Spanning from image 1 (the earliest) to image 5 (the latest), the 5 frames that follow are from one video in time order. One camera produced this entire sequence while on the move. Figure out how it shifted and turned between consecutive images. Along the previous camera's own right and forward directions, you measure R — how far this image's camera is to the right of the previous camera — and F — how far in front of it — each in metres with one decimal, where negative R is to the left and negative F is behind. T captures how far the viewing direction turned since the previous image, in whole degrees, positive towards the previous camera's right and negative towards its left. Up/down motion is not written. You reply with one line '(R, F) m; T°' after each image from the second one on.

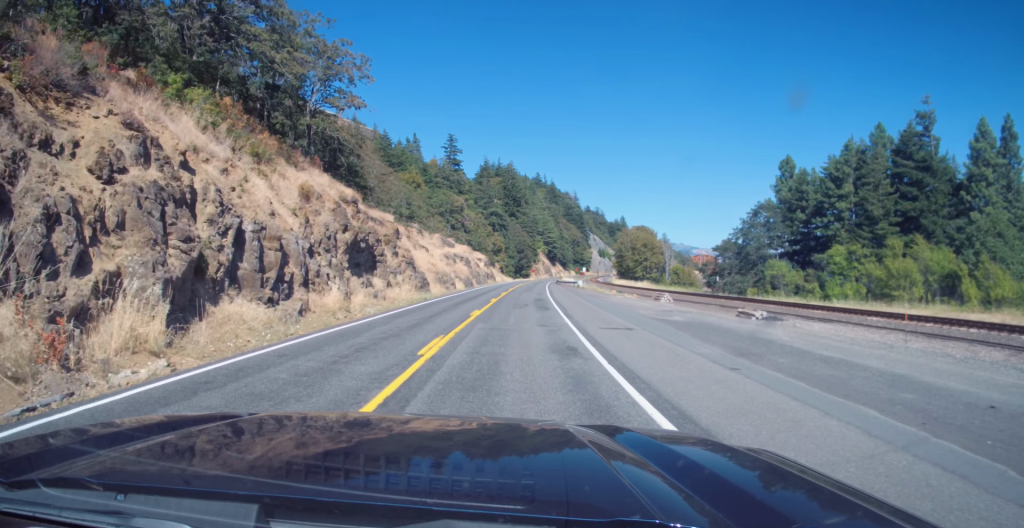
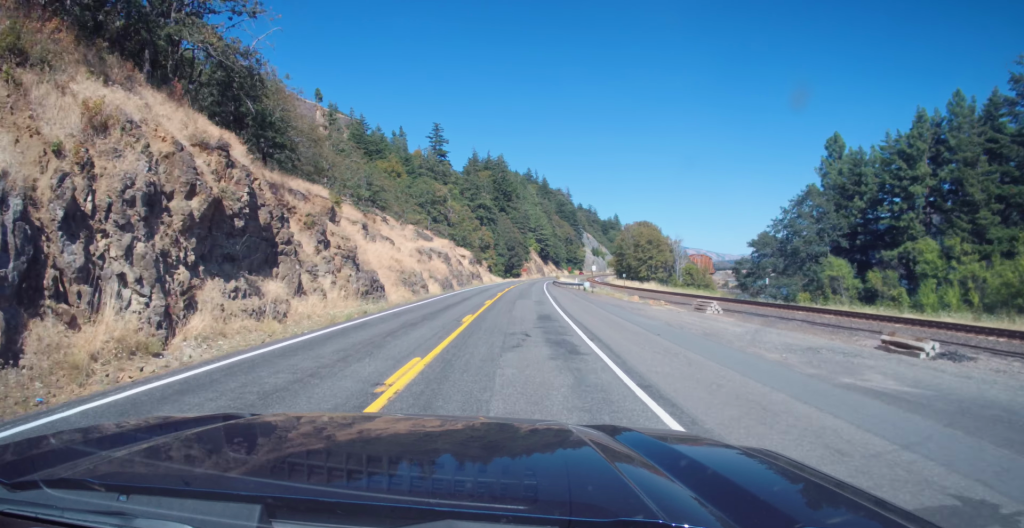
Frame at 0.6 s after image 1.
(+0.3, +16.0) m; +2°
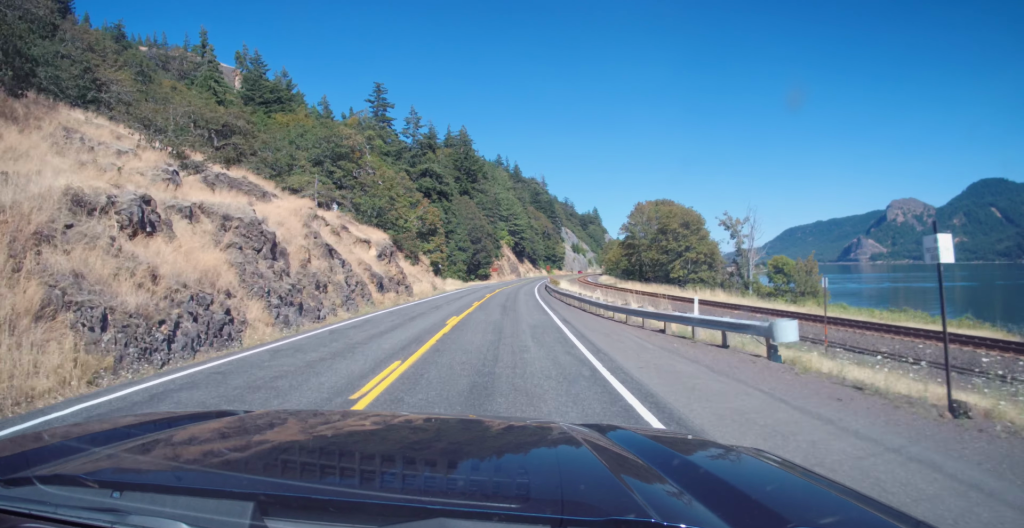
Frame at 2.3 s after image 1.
(+2.0, +49.0) m; +3°
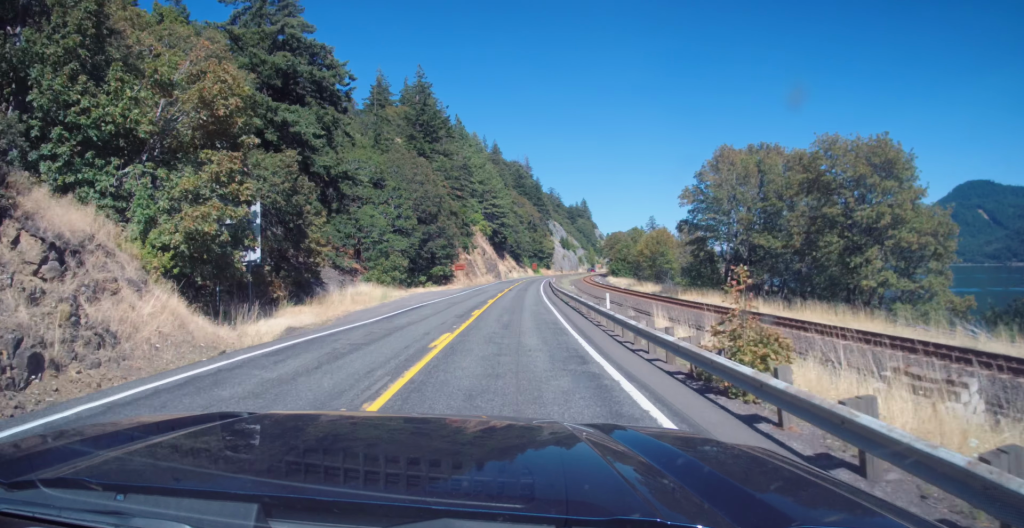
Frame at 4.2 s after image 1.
(+0.1, +54.9) m; +1°
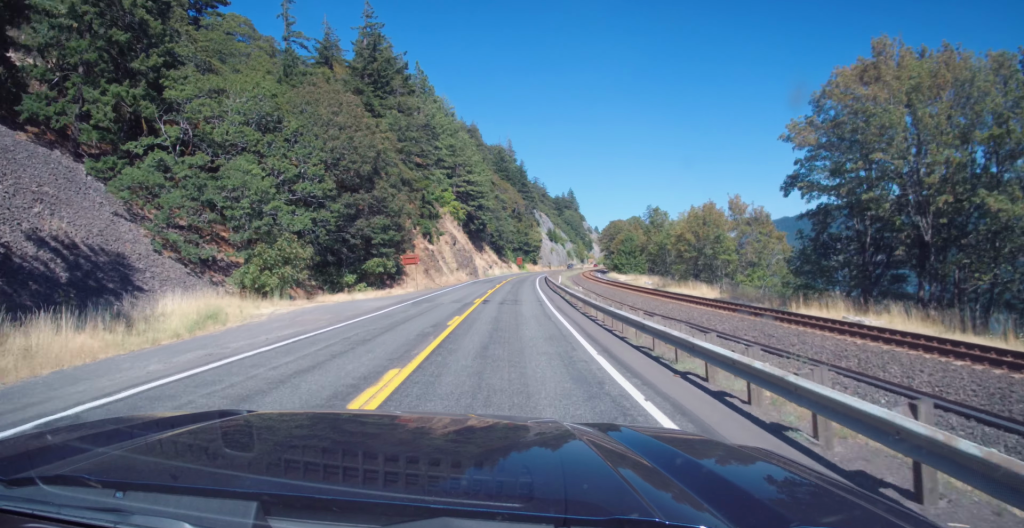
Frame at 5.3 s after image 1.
(+0.5, +30.7) m; 0°
